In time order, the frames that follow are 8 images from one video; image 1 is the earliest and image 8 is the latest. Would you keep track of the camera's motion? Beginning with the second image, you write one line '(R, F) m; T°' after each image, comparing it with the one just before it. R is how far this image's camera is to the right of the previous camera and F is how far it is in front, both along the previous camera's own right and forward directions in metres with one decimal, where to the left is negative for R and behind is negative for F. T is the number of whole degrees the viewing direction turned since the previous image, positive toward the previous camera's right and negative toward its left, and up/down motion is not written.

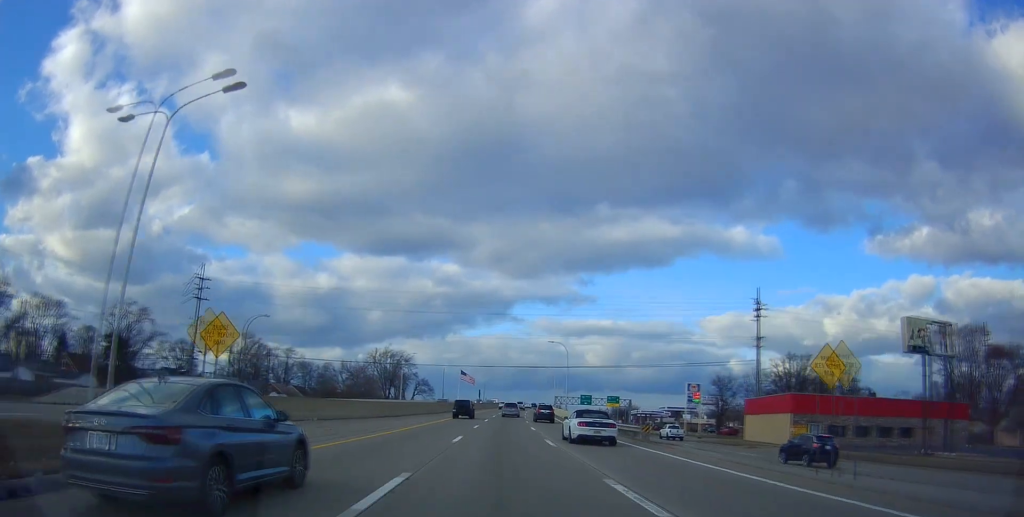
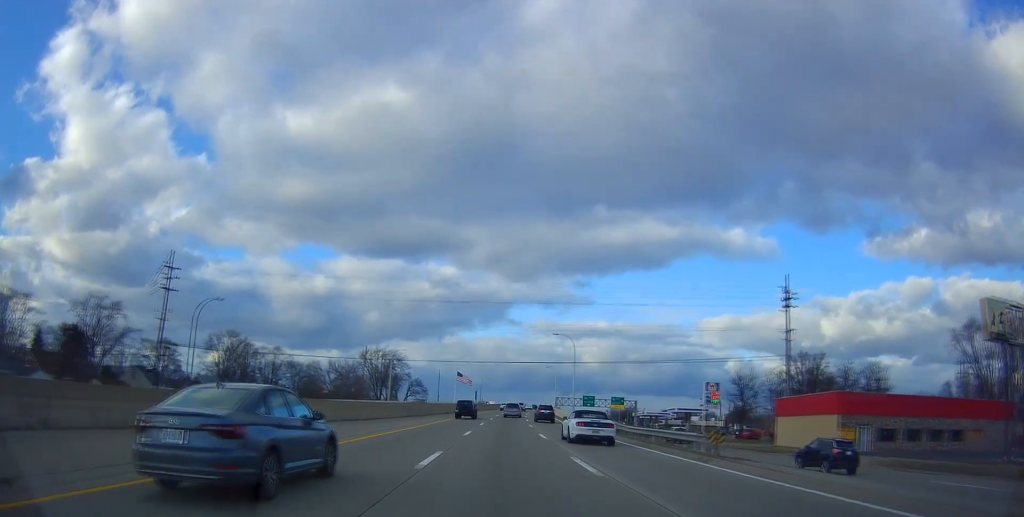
(+0.3, +9.7) m; 0°
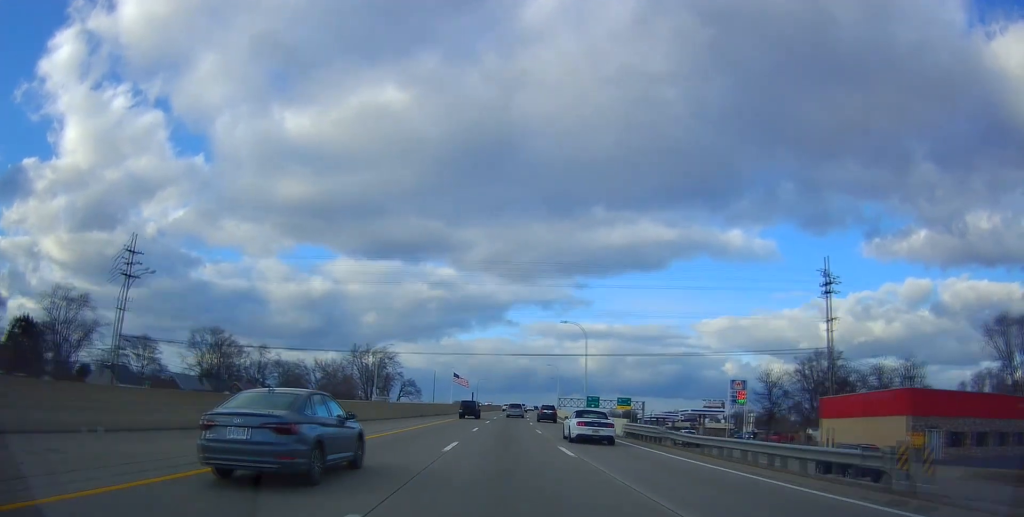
(+0.4, +10.4) m; 0°
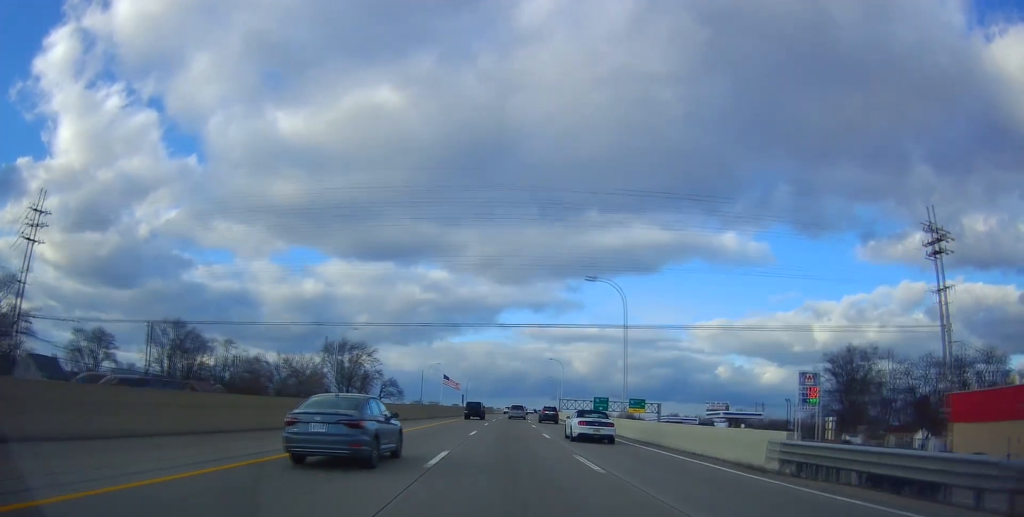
(-0.4, +20.2) m; -1°
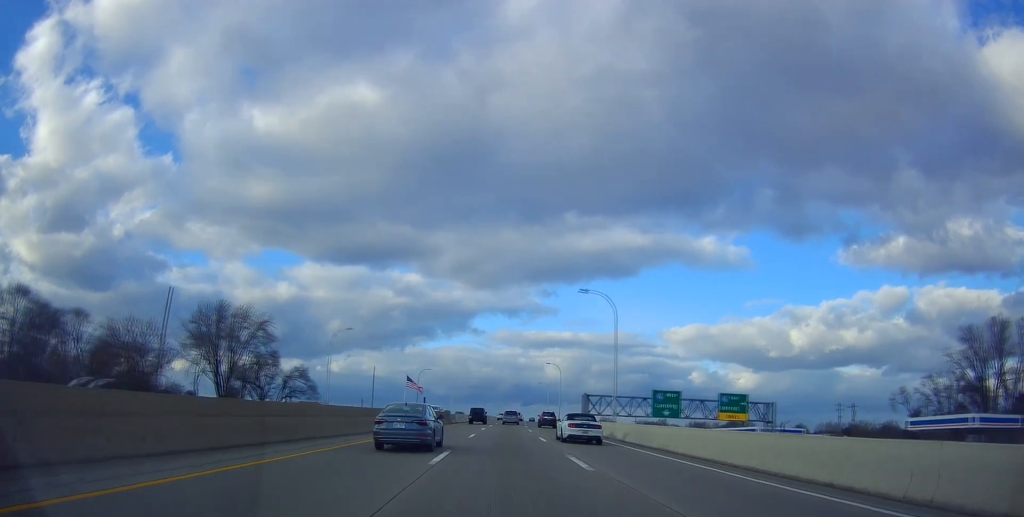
(+1.5, +60.2) m; +4°
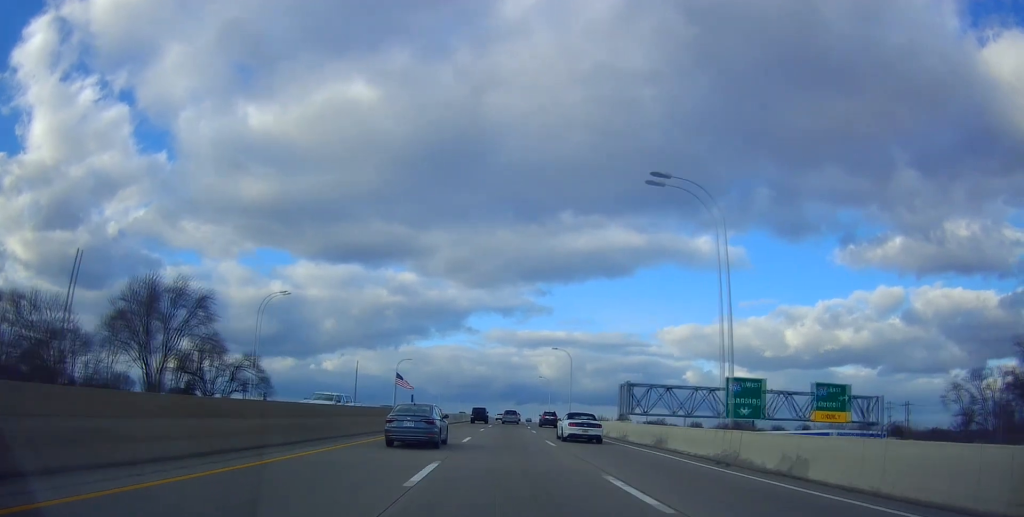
(+0.7, +20.3) m; -1°
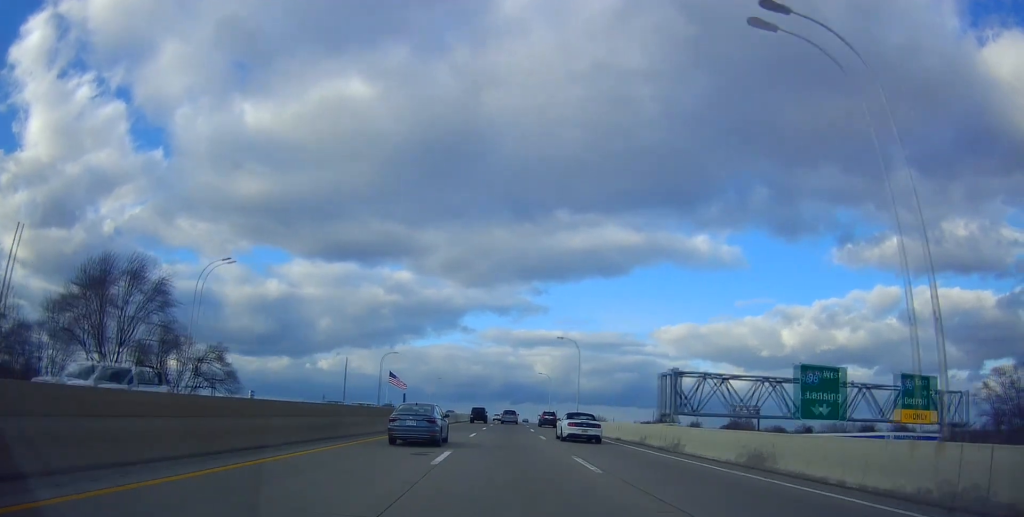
(-0.3, +10.7) m; 0°
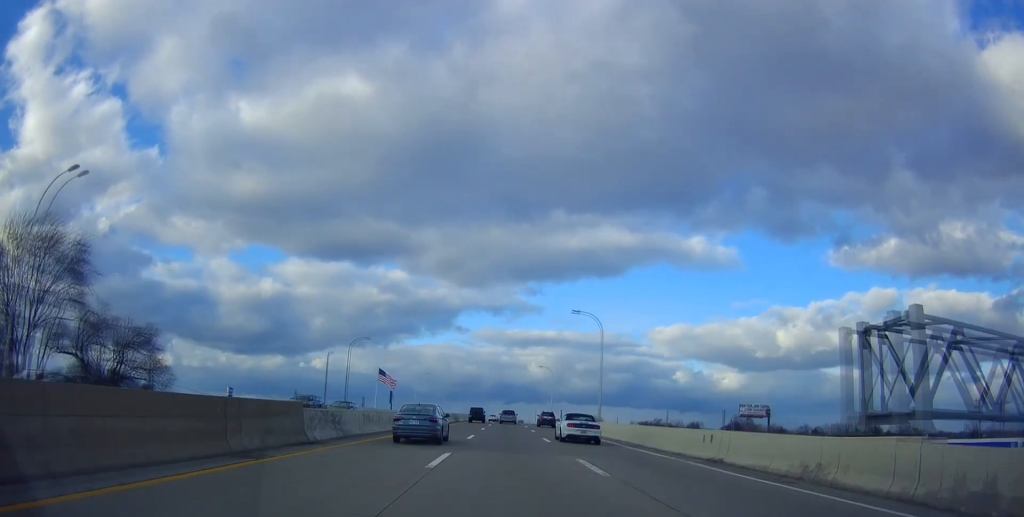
(-0.6, +17.3) m; 0°
